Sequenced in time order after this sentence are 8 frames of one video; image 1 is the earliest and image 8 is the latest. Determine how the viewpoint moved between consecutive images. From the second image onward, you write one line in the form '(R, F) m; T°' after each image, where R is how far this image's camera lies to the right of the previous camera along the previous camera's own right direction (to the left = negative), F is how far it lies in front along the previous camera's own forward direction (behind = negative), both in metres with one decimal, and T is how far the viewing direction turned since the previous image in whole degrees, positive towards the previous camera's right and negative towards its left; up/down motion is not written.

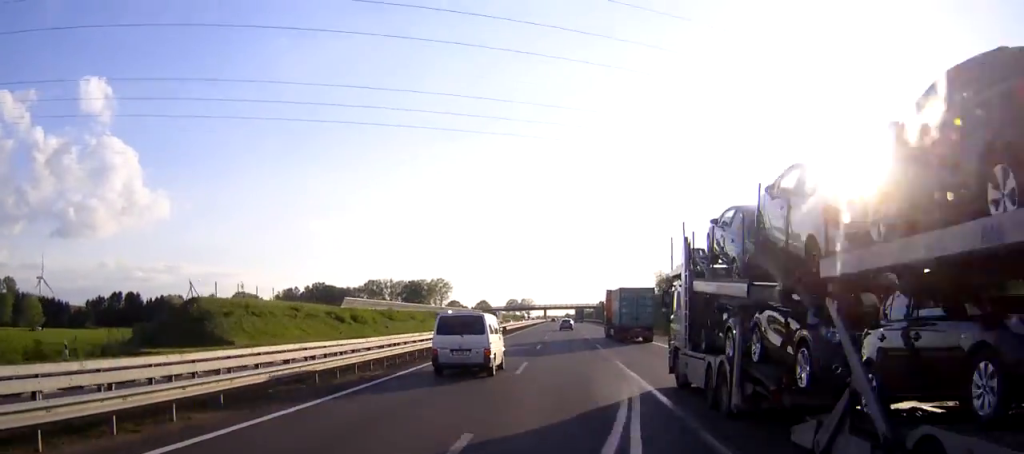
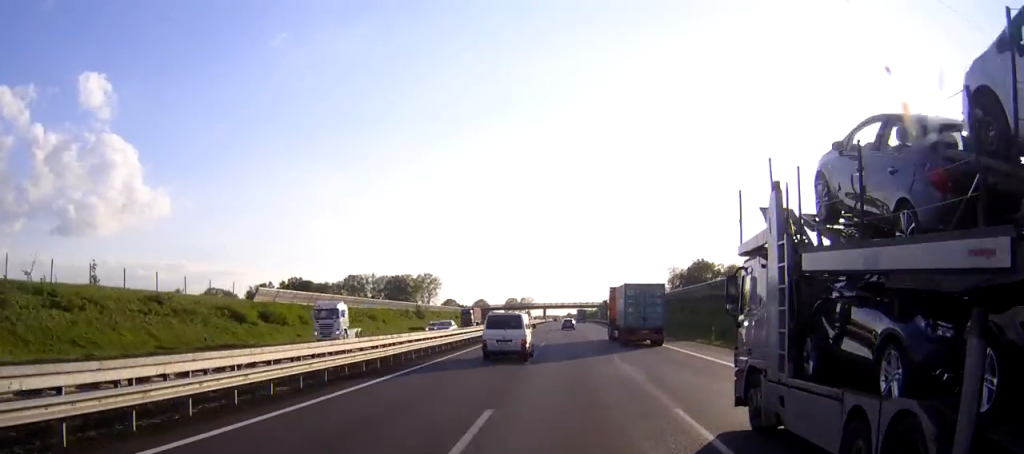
(0.0, +33.3) m; 0°
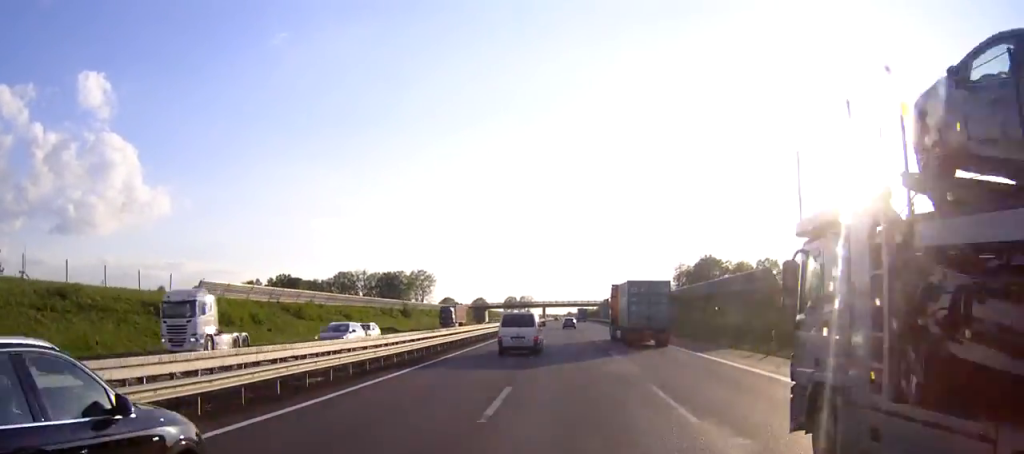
(0.0, +13.7) m; 0°
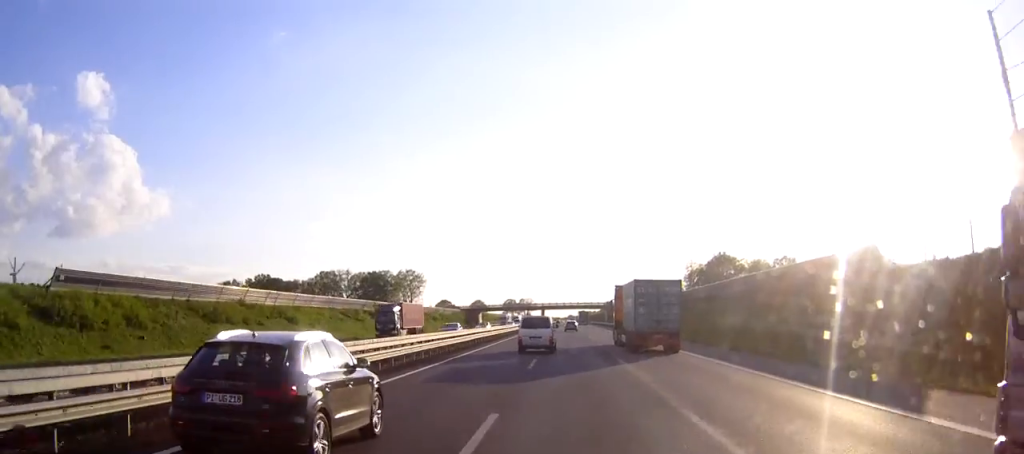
(0.0, +22.6) m; 0°
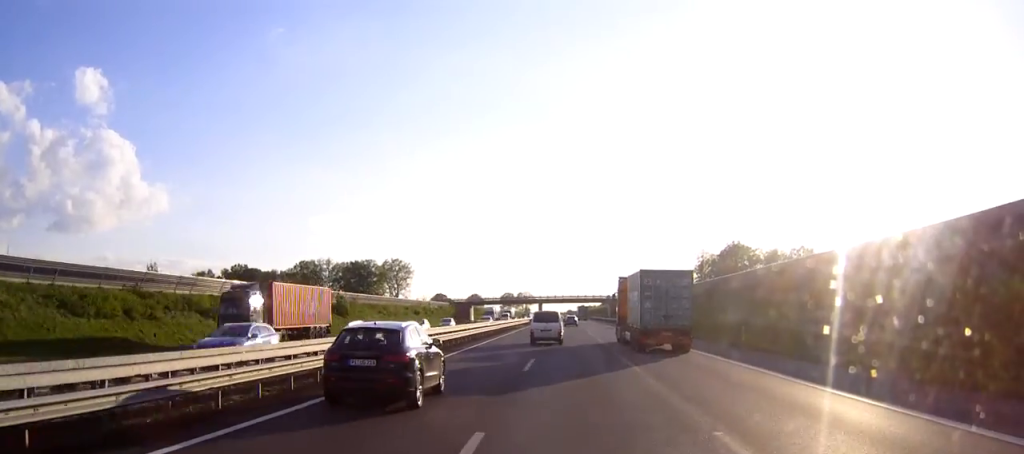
(0.0, +20.6) m; 0°
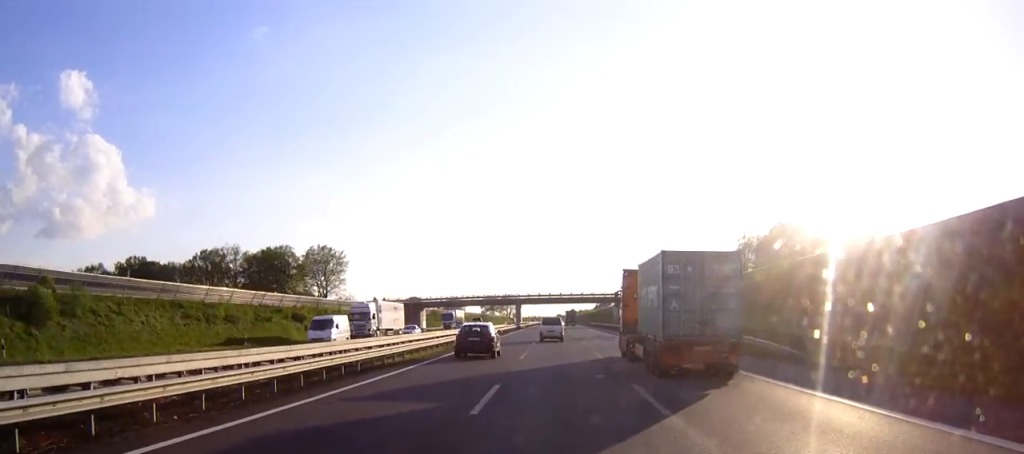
(+0.4, +63.4) m; 0°
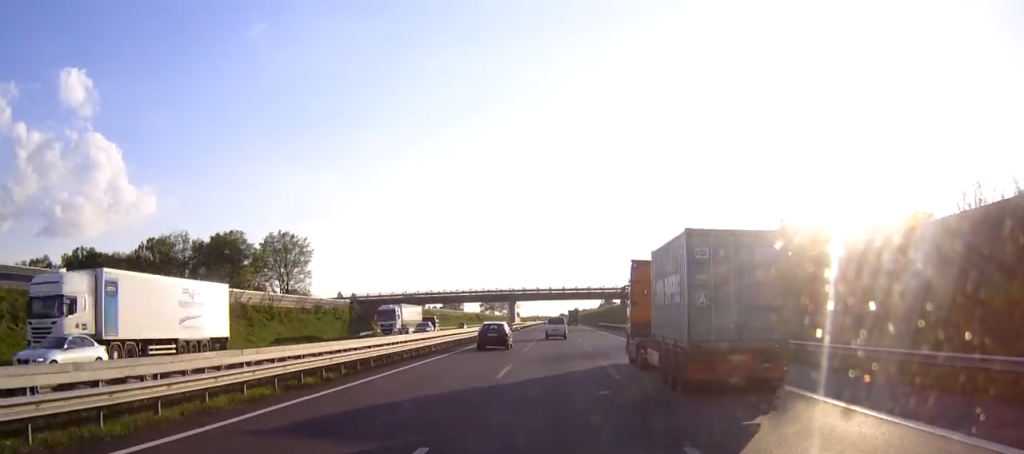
(0.0, +27.2) m; 0°
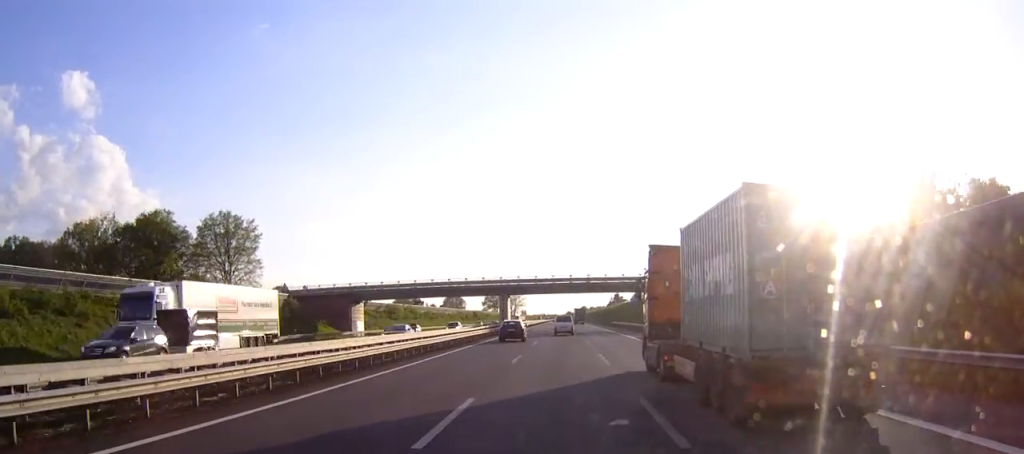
(-0.1, +30.2) m; 0°
